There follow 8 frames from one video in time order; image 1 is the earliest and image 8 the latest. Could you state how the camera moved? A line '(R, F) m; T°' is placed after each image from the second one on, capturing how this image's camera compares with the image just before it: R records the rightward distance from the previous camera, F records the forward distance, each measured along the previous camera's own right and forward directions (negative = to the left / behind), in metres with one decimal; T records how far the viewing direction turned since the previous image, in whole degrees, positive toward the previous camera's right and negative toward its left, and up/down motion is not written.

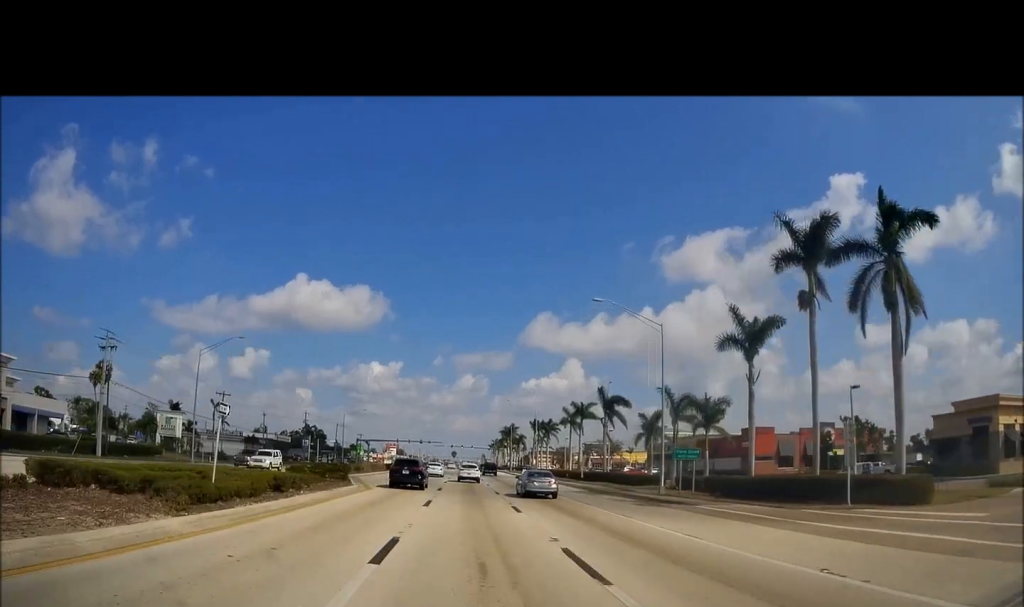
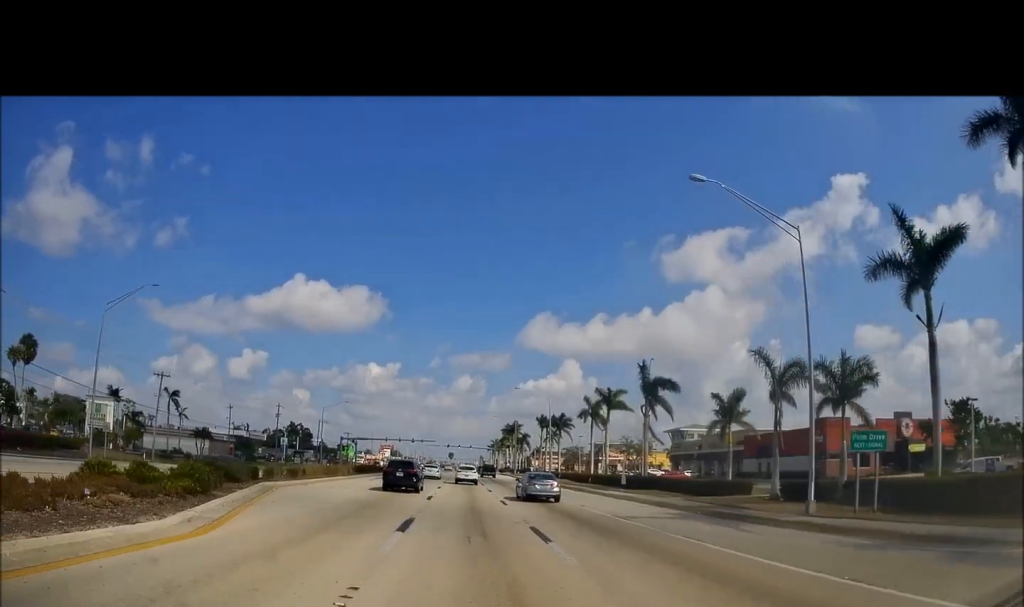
(0.0, +19.9) m; 0°
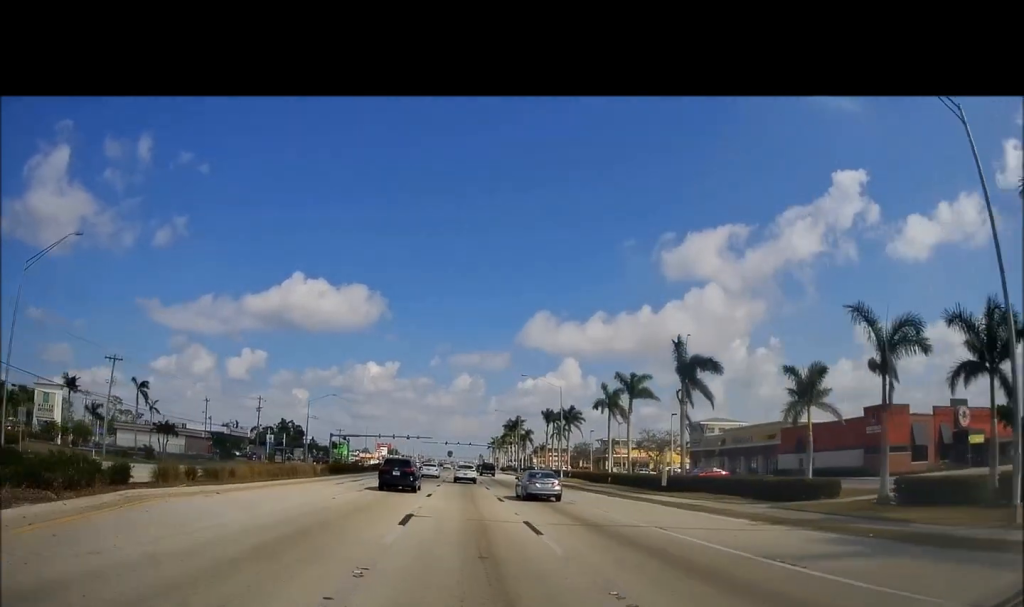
(0.0, +11.3) m; 0°
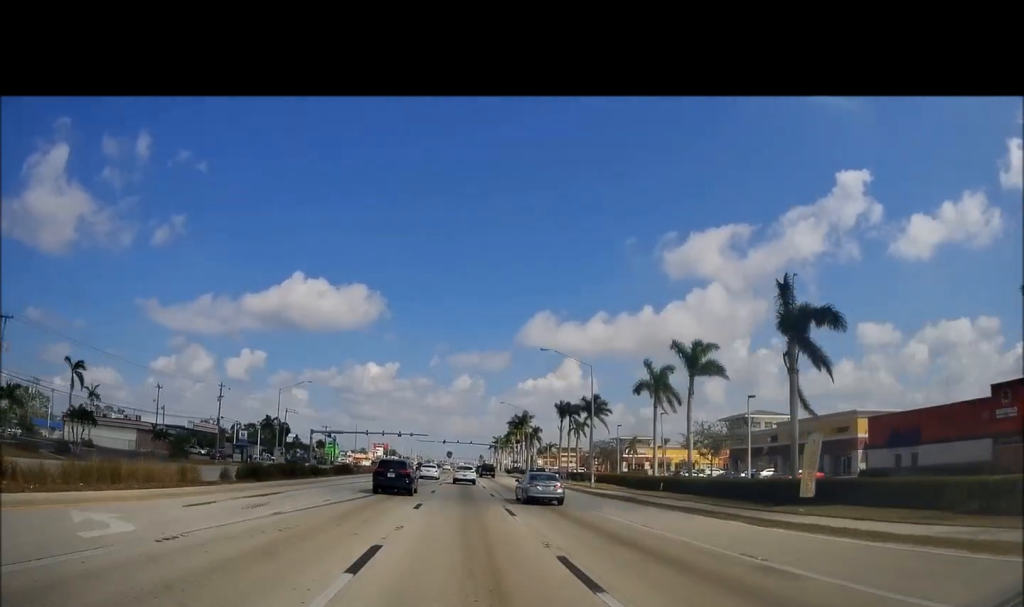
(0.0, +18.7) m; +1°
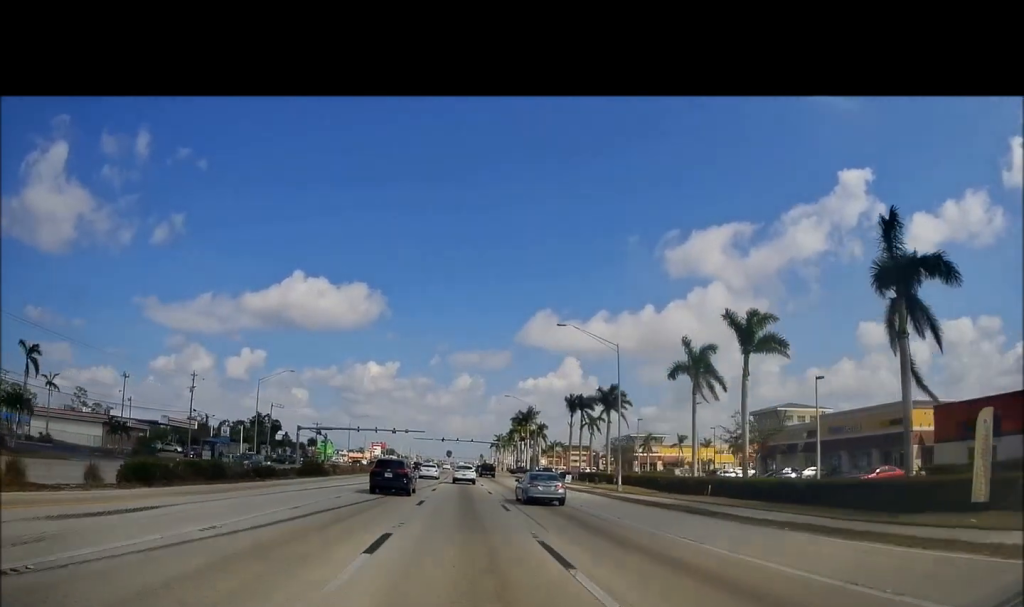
(+0.1, +10.3) m; +1°
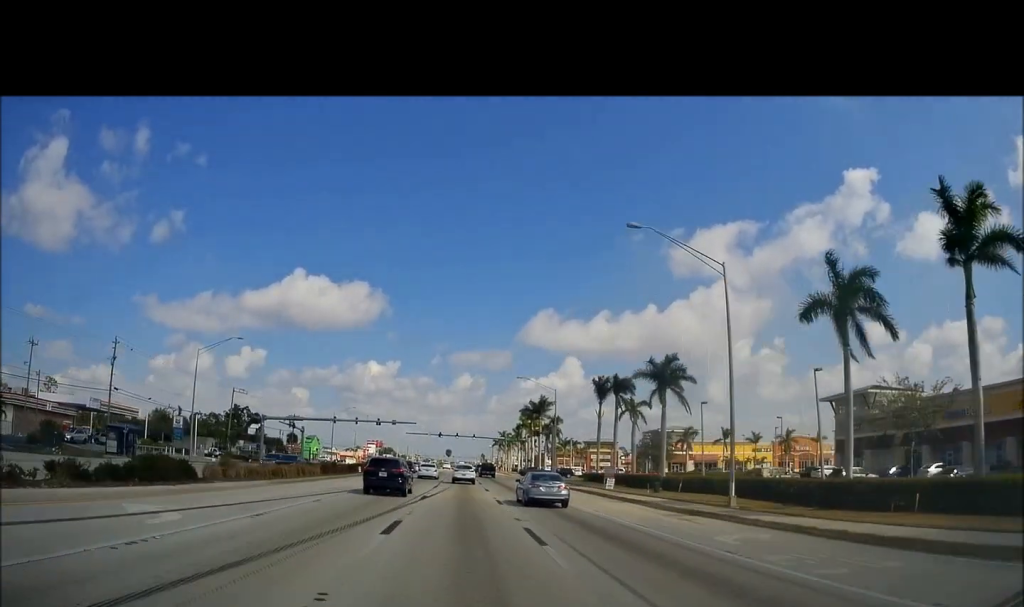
(+0.4, +21.2) m; +1°
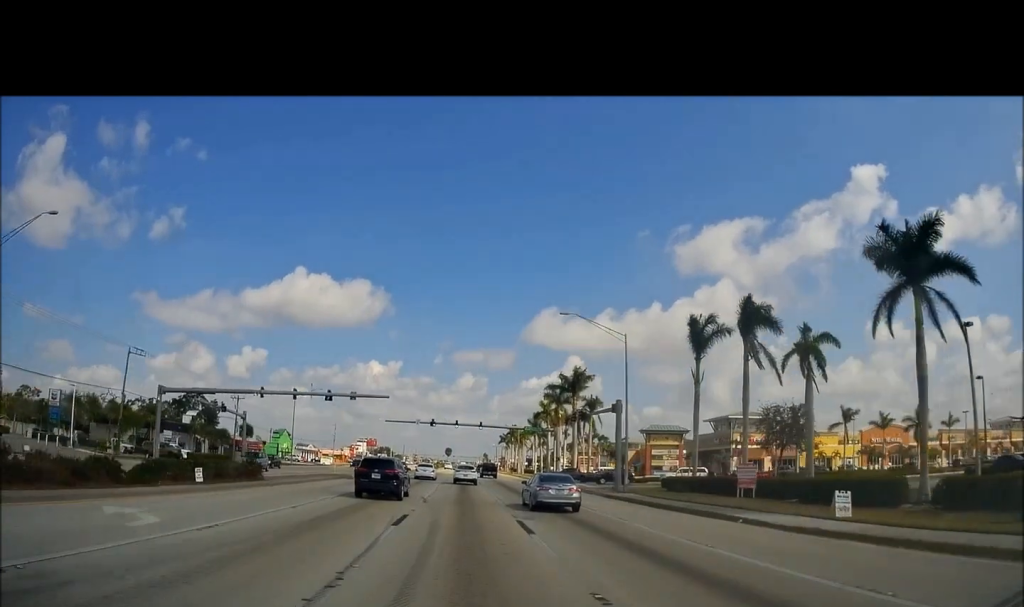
(-0.7, +34.4) m; -1°
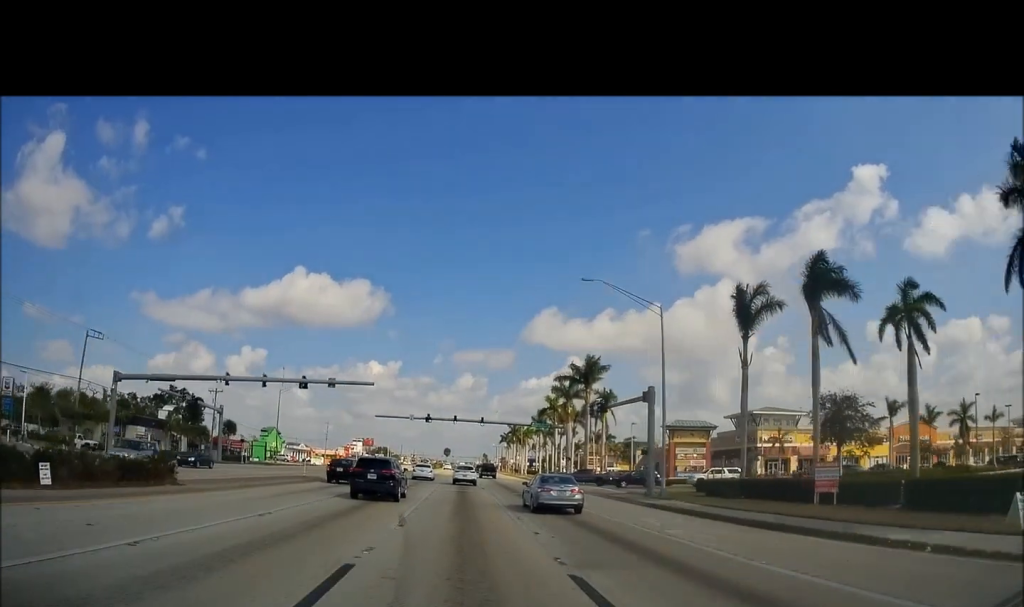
(+0.1, +9.1) m; 0°
